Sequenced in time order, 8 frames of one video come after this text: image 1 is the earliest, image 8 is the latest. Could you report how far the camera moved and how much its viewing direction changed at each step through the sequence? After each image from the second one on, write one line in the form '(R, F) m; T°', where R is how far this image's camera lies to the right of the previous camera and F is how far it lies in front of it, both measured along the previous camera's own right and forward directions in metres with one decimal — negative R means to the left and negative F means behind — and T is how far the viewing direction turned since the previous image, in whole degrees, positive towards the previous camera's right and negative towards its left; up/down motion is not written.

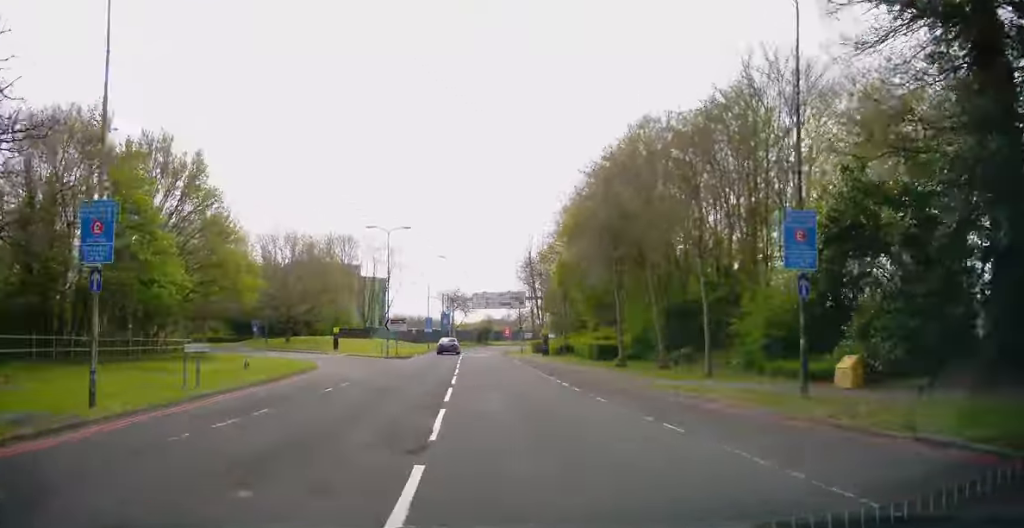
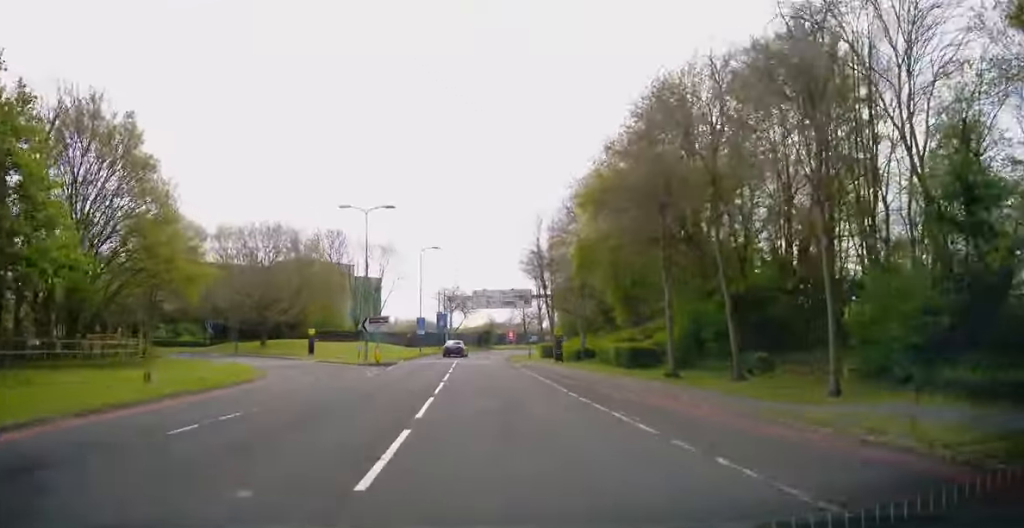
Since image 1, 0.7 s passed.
(+0.2, +9.1) m; 0°
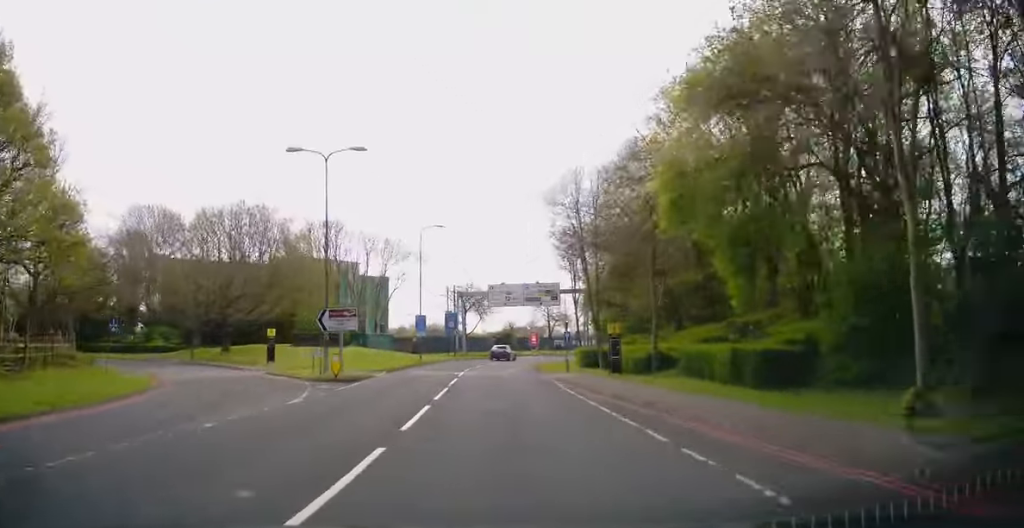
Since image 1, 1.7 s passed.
(-0.1, +14.0) m; -1°
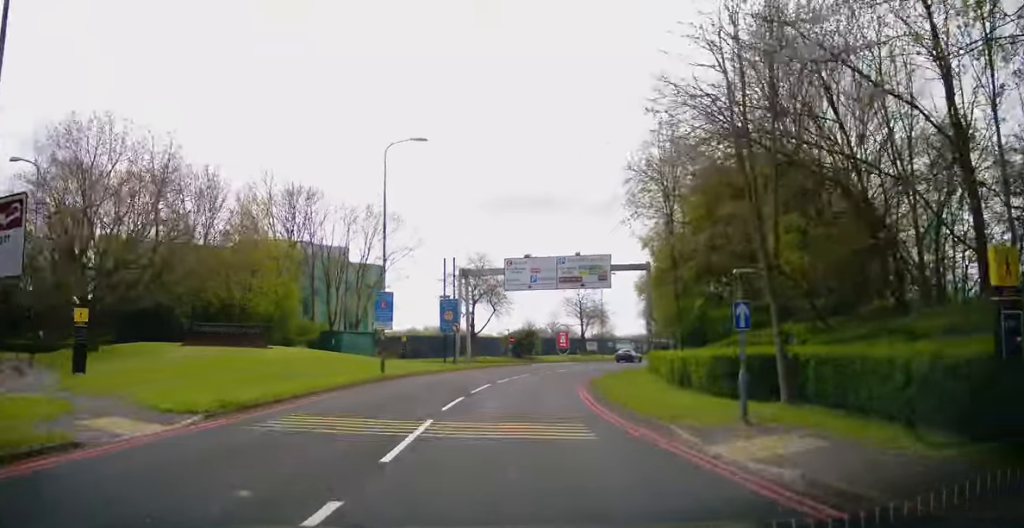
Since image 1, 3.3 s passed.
(-0.2, +22.0) m; 0°
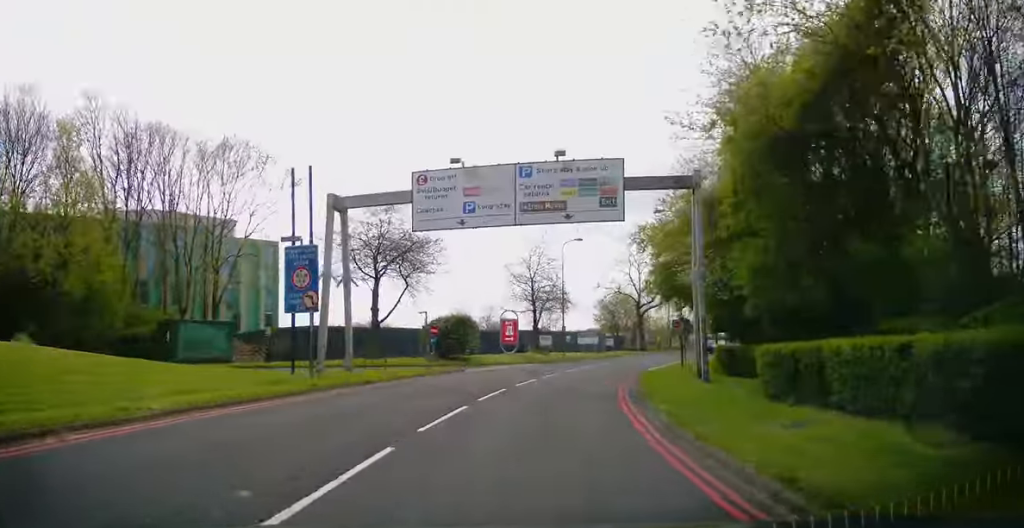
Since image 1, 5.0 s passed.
(+0.5, +22.3) m; +4°
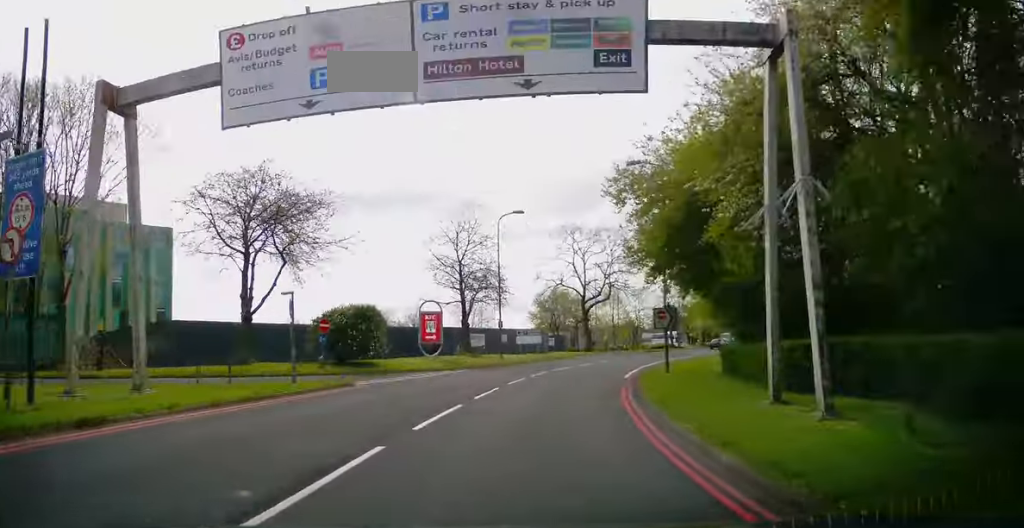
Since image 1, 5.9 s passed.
(+0.3, +11.5) m; +4°
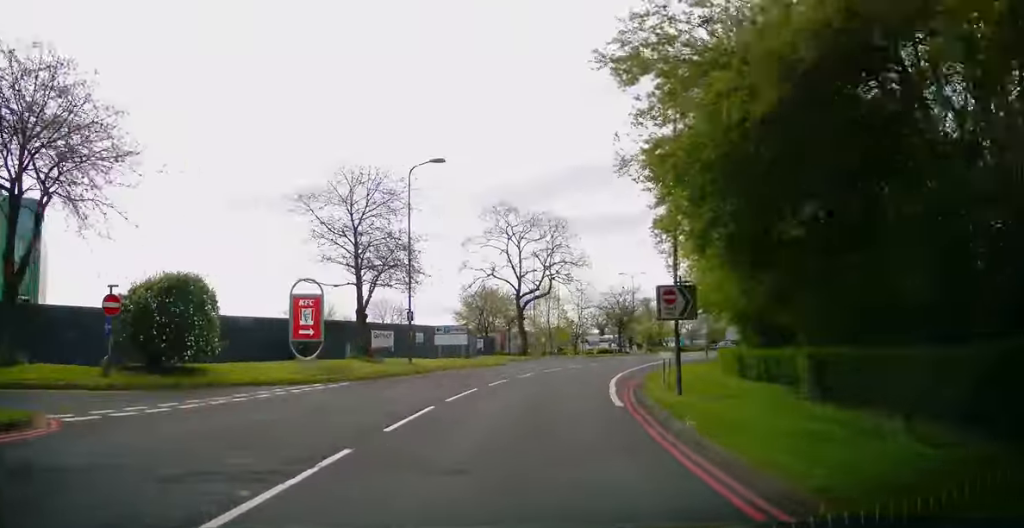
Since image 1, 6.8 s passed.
(+0.6, +12.2) m; +6°
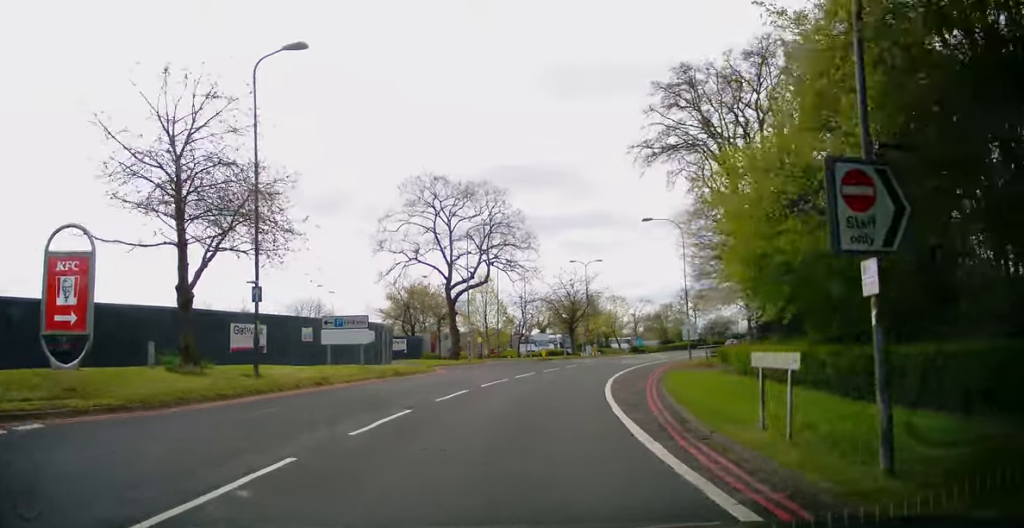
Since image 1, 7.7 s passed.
(+0.7, +12.0) m; +4°
